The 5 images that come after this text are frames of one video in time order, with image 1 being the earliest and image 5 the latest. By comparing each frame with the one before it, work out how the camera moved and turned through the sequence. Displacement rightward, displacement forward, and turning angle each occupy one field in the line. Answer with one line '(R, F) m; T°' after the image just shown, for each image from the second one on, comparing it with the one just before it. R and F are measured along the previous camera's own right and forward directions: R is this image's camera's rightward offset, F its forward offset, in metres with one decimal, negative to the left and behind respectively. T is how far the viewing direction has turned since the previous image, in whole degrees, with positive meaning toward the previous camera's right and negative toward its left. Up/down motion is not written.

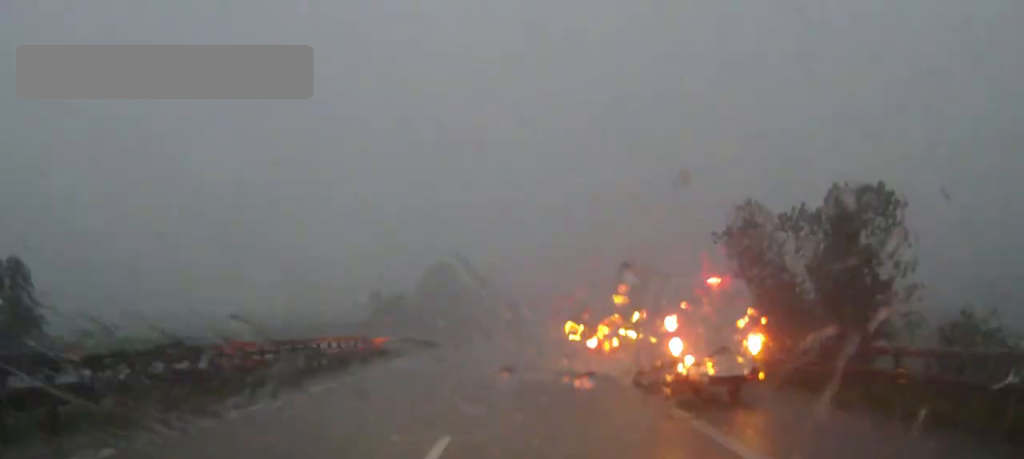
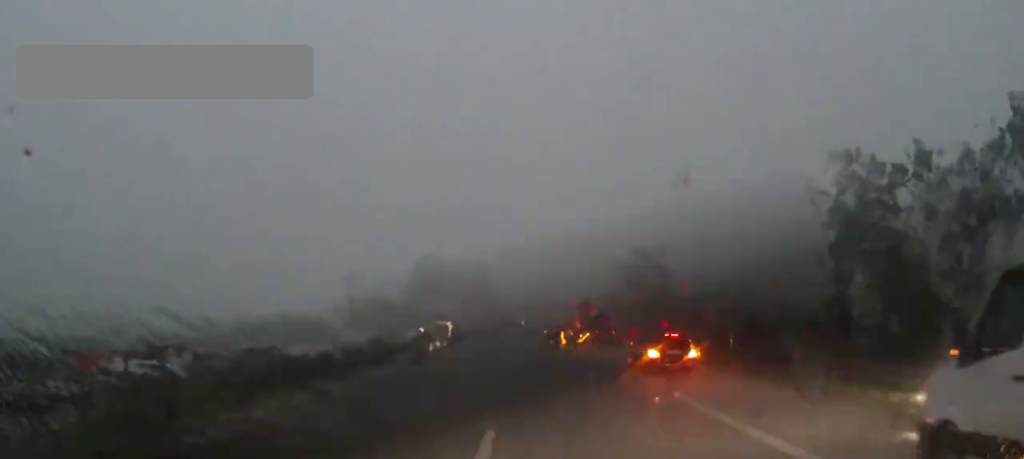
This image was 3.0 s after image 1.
(+0.1, +17.2) m; +1°
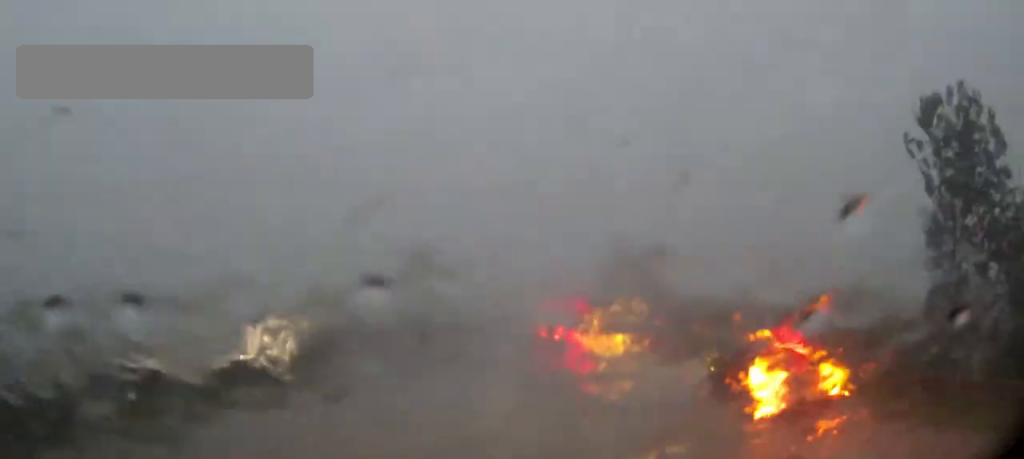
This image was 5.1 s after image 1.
(+0.1, +11.5) m; +1°
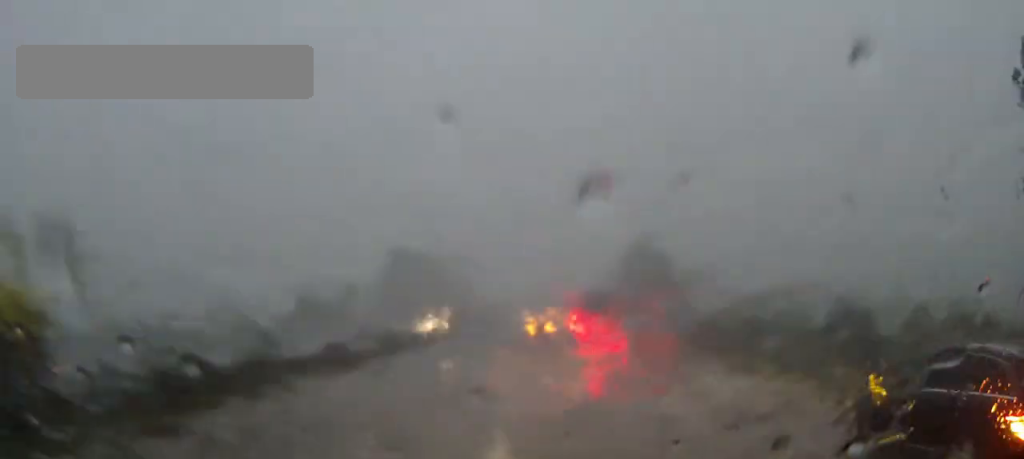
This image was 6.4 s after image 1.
(0.0, +7.6) m; +1°
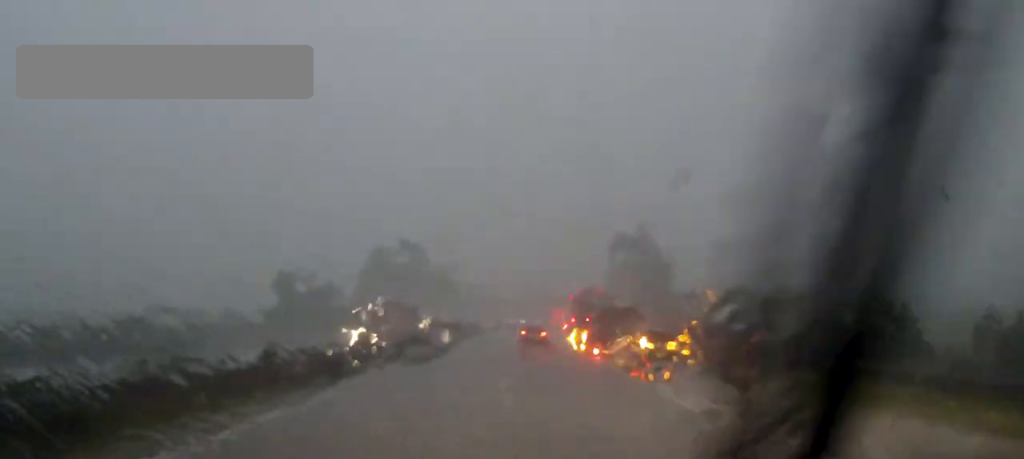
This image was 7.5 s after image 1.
(0.0, +5.7) m; +1°
